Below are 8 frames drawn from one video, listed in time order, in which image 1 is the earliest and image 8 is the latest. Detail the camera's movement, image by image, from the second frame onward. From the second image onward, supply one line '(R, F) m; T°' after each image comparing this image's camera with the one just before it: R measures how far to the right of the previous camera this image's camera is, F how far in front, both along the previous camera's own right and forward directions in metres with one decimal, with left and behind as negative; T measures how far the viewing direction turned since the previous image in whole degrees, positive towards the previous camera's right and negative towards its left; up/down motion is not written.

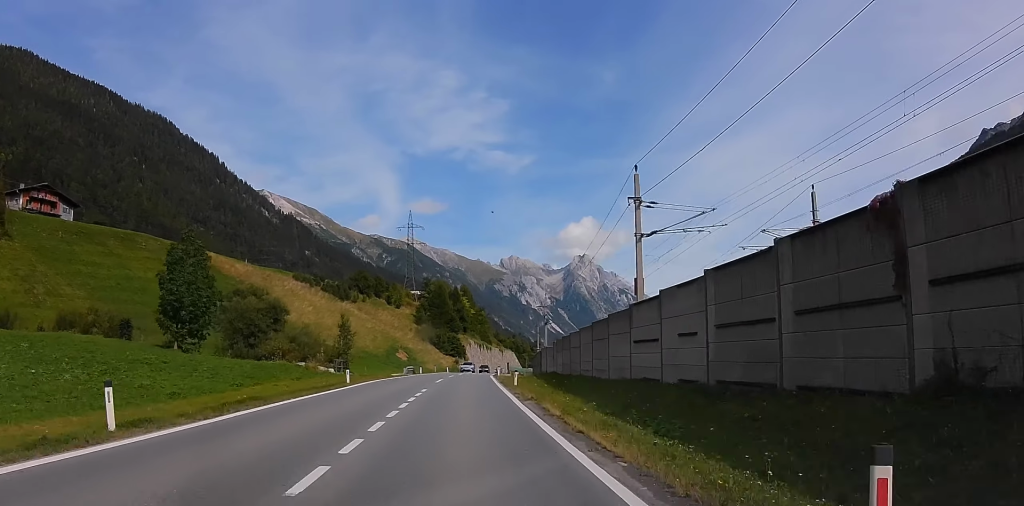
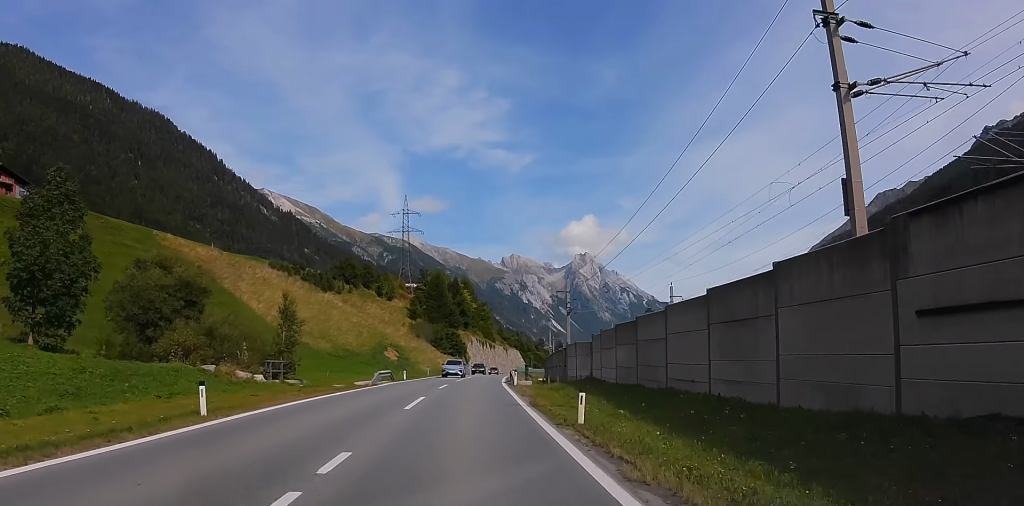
(+0.3, +19.7) m; 0°
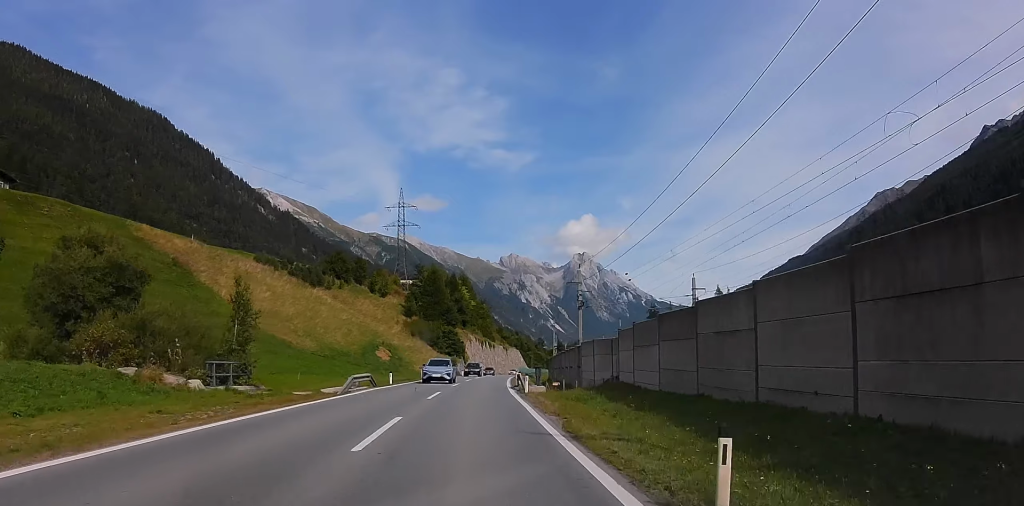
(-0.2, +8.4) m; 0°
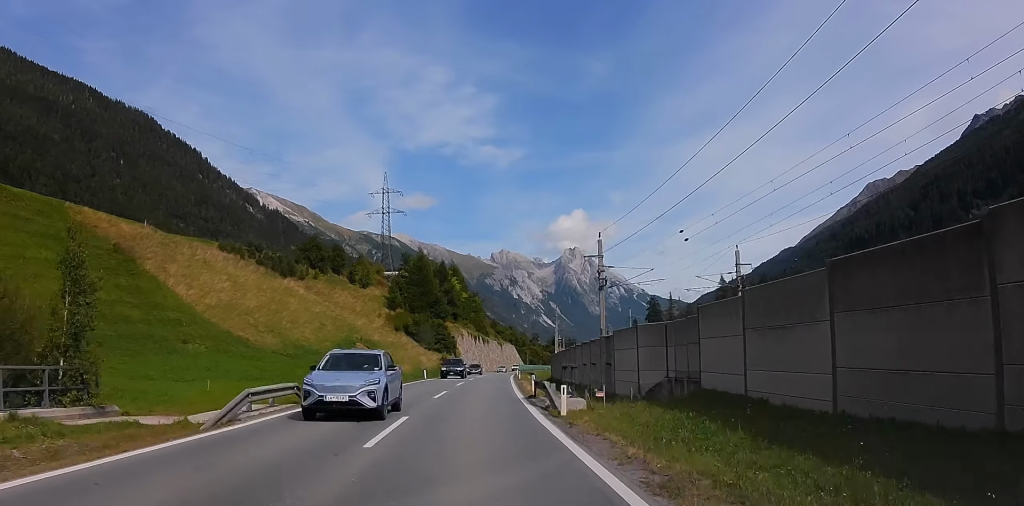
(0.0, +14.1) m; 0°
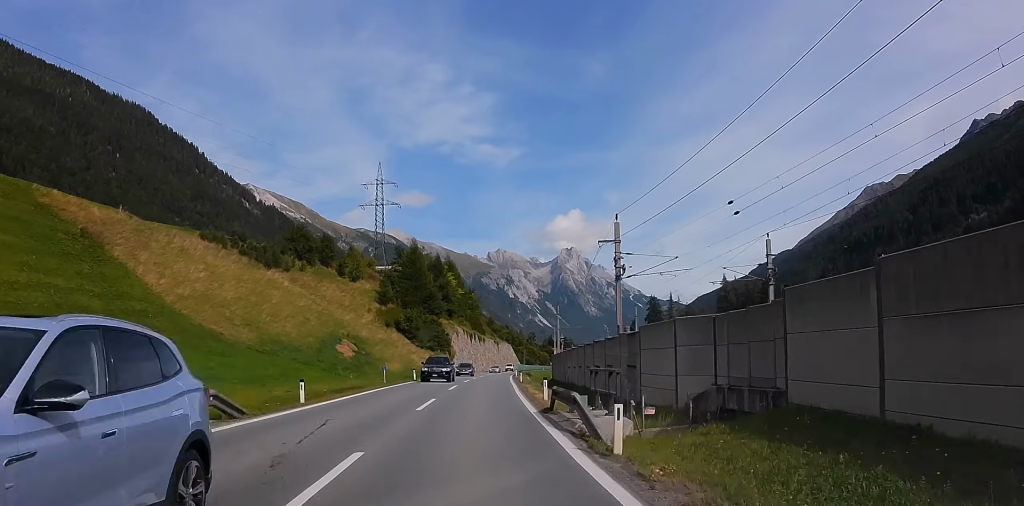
(+0.1, +6.8) m; 0°
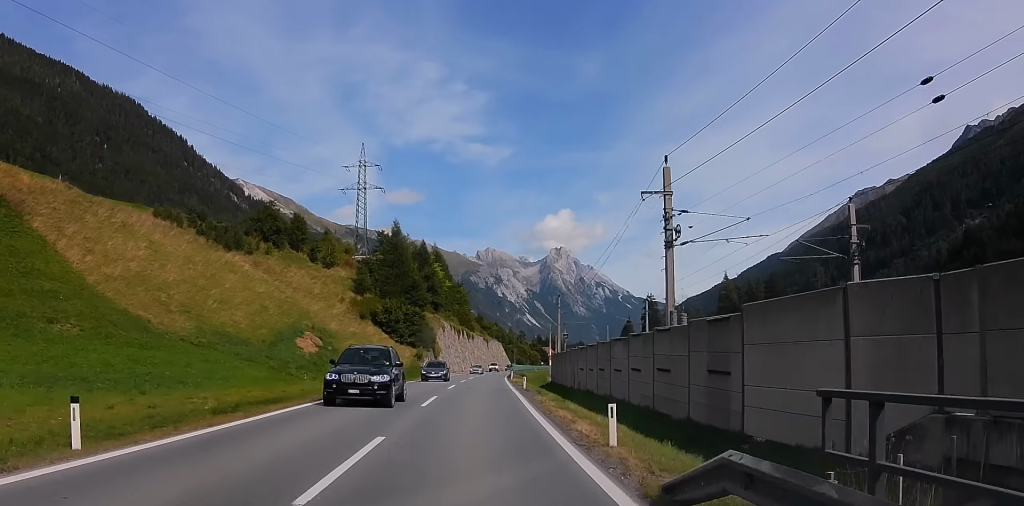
(-0.1, +12.9) m; -1°
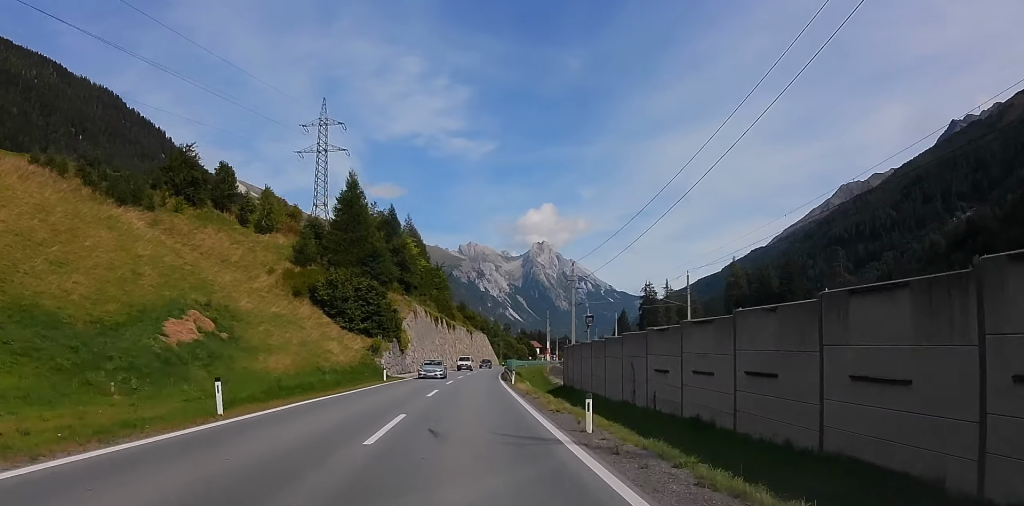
(-0.1, +24.4) m; +5°
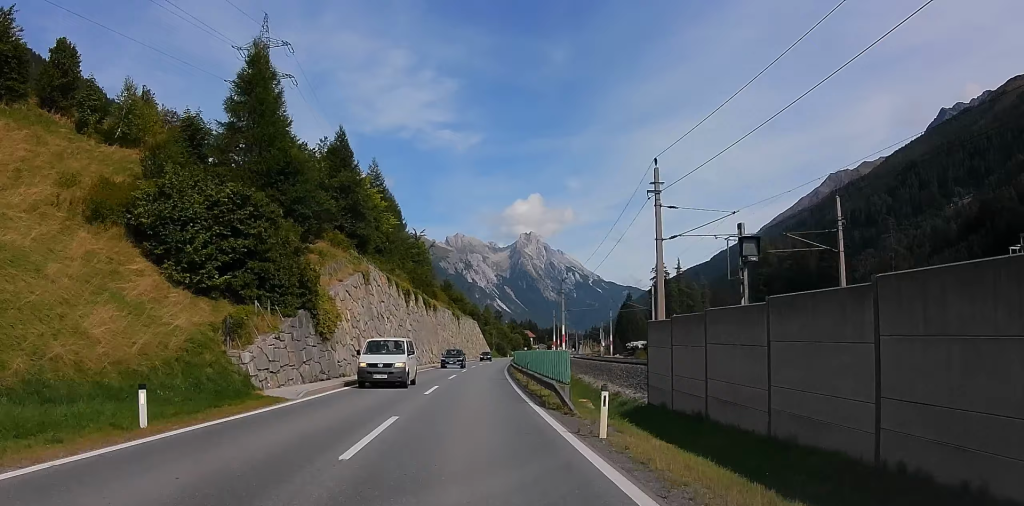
(-0.7, +32.5) m; -2°
